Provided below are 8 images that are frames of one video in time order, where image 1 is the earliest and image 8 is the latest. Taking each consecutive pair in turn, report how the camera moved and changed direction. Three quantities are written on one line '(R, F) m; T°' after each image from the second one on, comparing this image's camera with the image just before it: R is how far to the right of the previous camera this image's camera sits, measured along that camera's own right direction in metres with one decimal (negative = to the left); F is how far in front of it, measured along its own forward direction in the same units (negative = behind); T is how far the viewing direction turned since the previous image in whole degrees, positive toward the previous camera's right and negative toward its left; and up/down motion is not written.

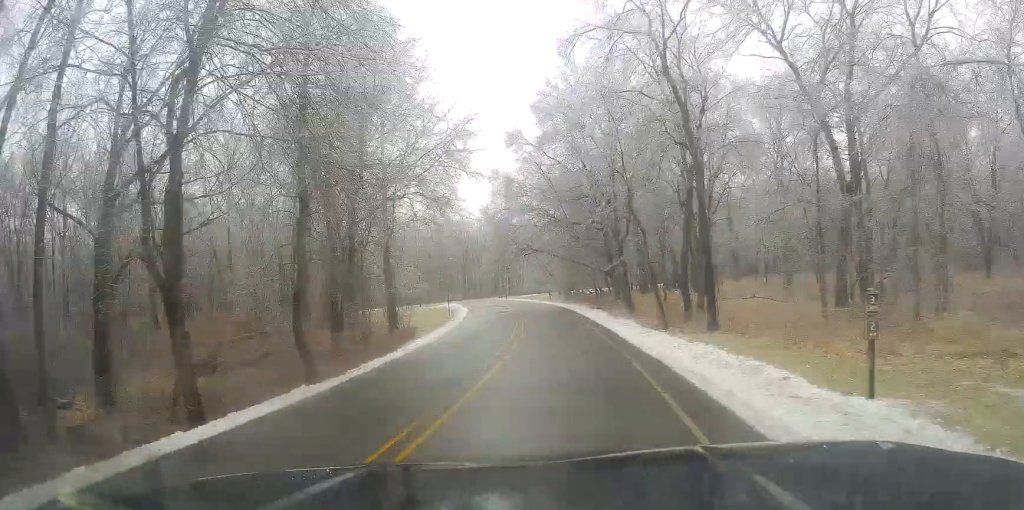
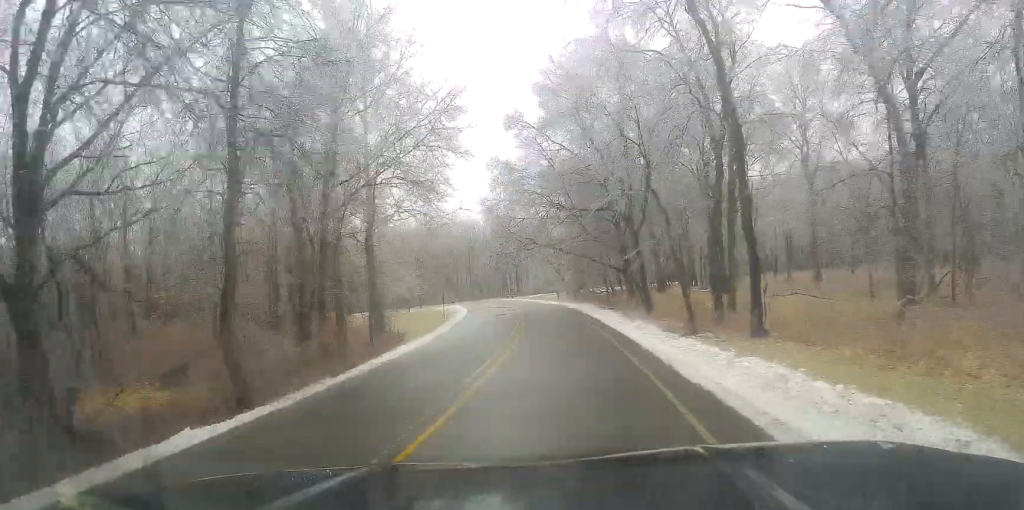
(-0.1, +5.9) m; -1°
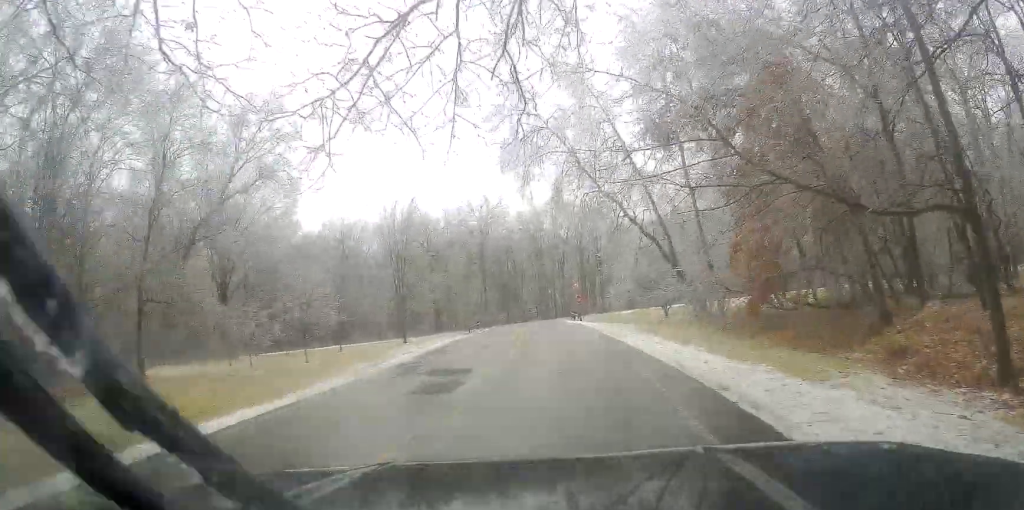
(-3.6, +49.7) m; -3°
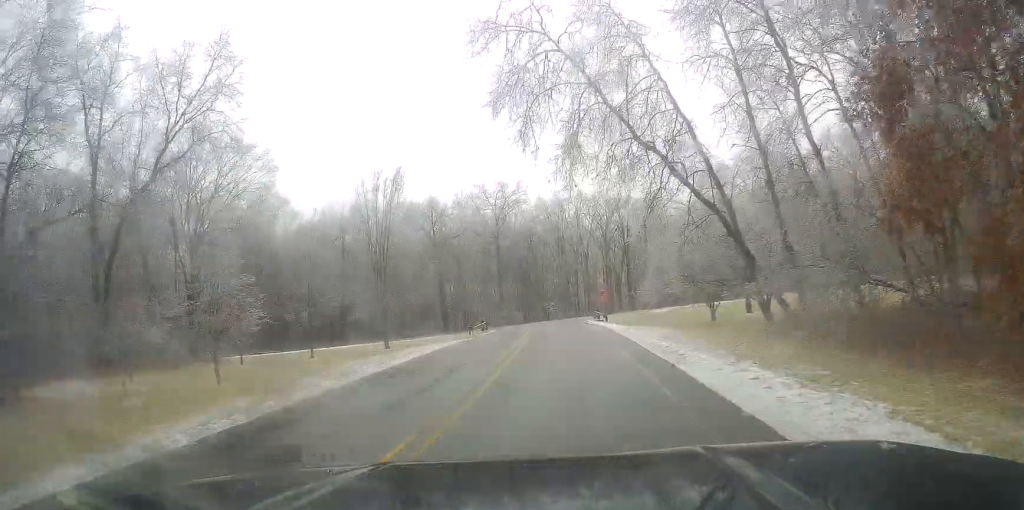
(-0.2, +11.1) m; -4°
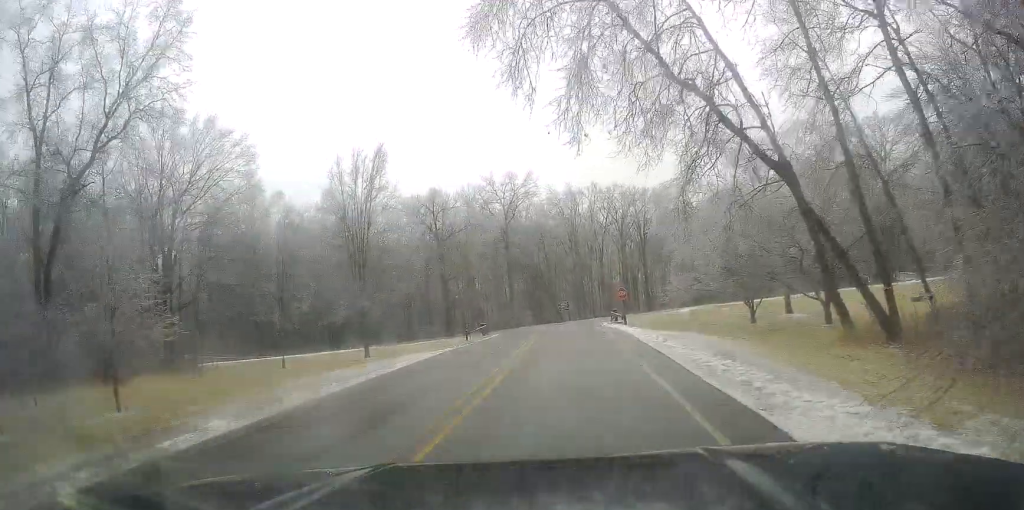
(-0.4, +6.8) m; -2°
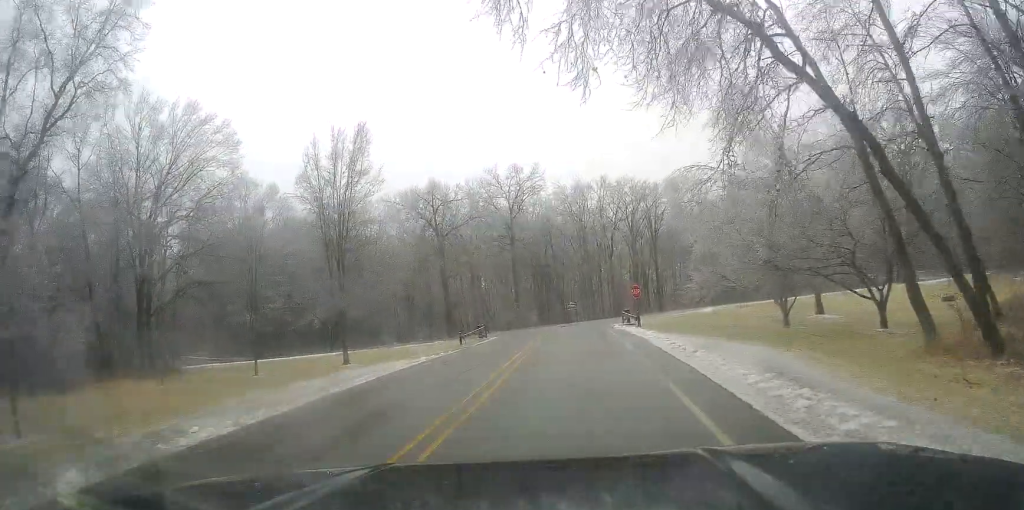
(-0.2, +4.7) m; -1°
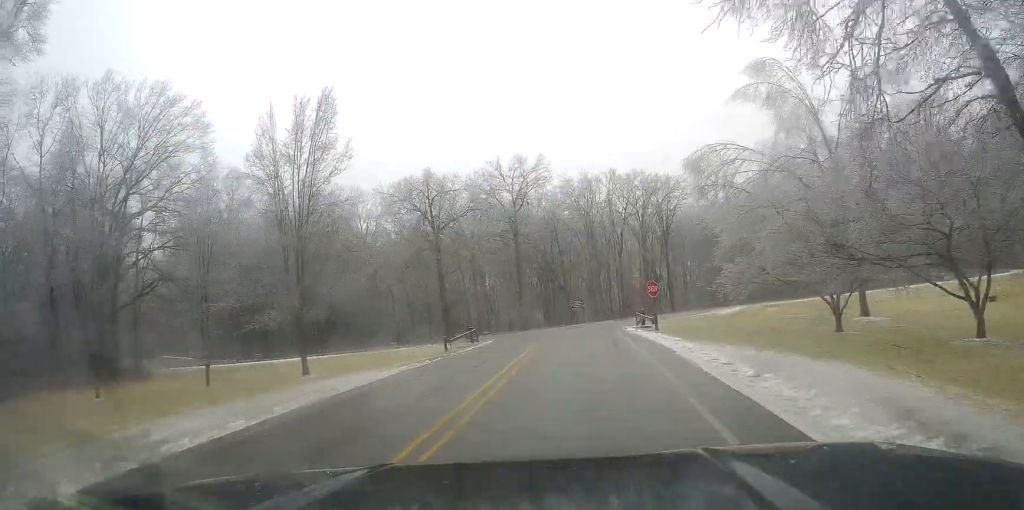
(0.0, +5.7) m; -1°
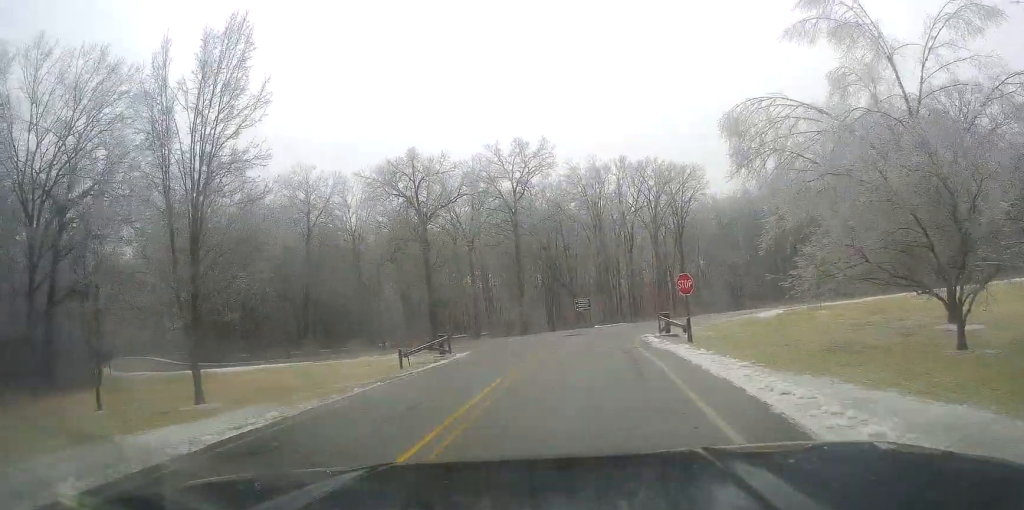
(0.0, +8.7) m; -2°
